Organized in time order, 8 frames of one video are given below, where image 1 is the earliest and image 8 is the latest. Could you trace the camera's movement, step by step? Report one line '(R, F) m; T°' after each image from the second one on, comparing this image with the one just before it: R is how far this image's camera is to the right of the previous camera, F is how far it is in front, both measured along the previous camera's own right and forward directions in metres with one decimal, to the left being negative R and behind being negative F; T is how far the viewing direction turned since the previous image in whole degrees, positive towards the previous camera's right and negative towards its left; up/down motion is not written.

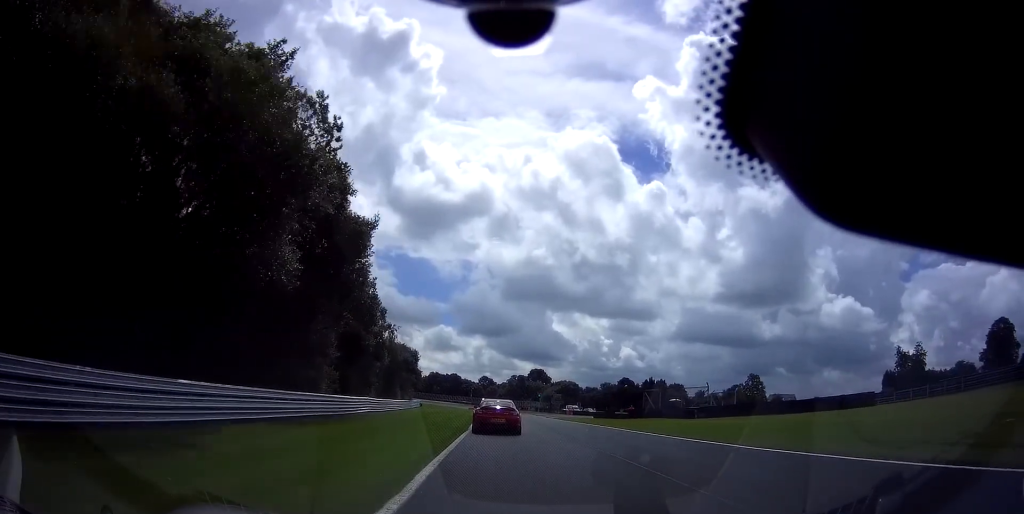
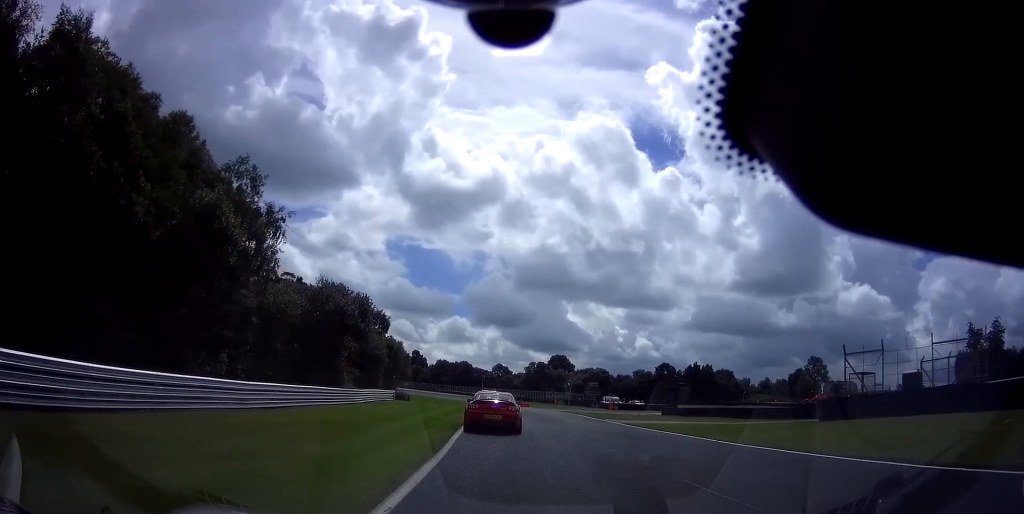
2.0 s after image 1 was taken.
(-0.5, +35.7) m; -2°
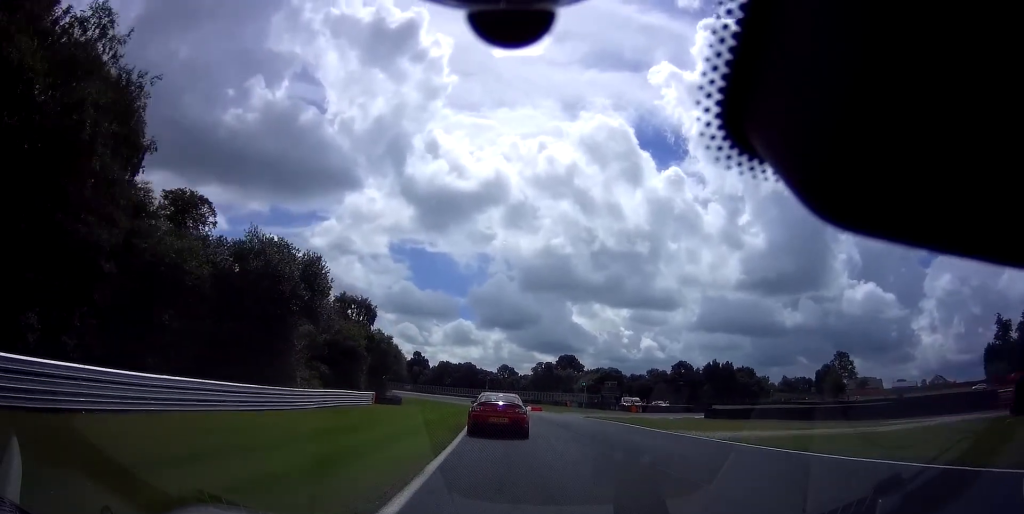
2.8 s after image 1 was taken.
(-0.1, +12.8) m; 0°
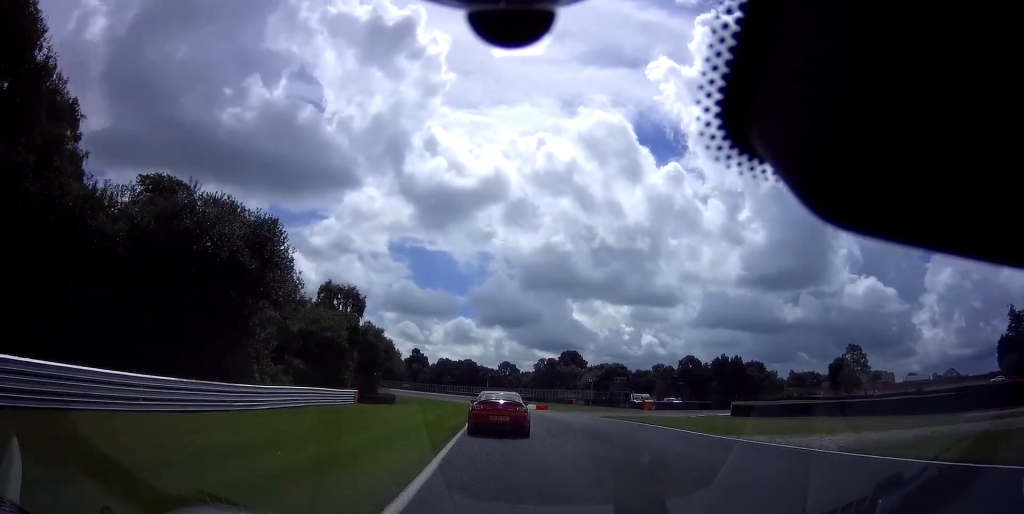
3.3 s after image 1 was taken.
(0.0, +6.7) m; 0°
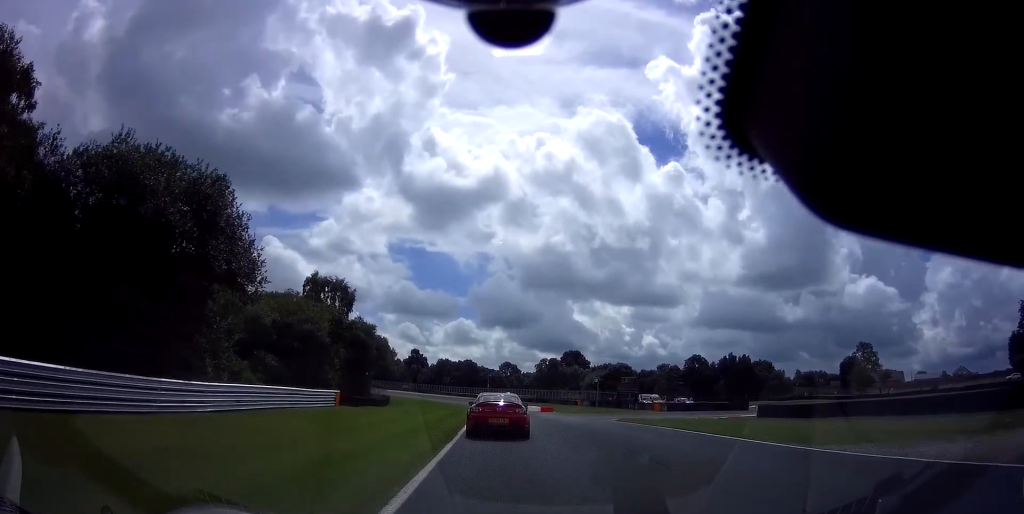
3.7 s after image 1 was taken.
(+0.1, +5.3) m; 0°
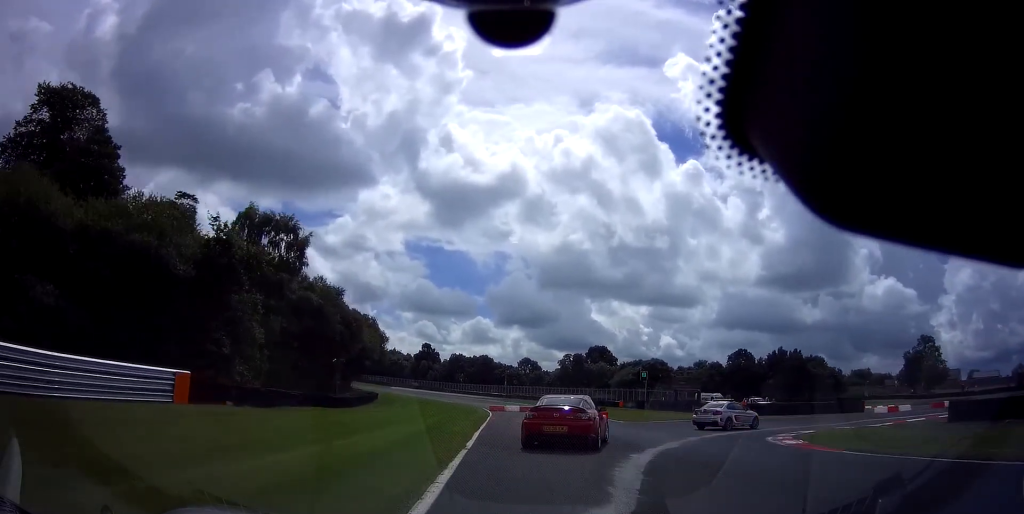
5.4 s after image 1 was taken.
(-0.2, +20.9) m; +1°
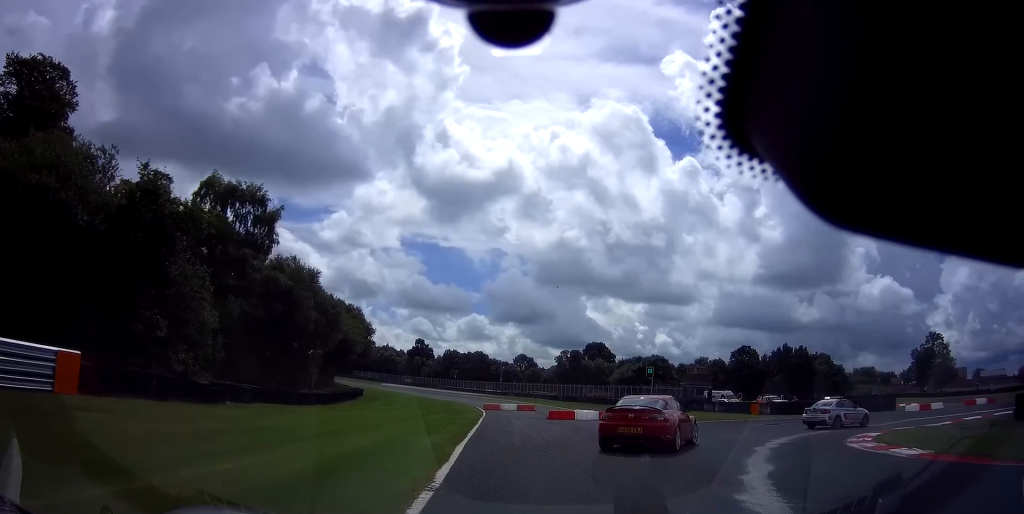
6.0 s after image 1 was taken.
(-0.1, +5.5) m; +3°
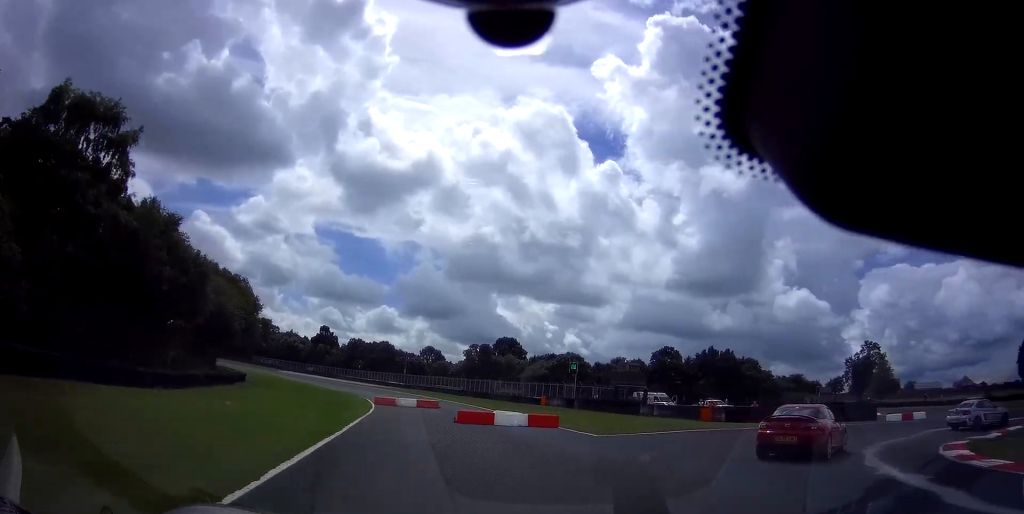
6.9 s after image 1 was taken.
(+0.7, +8.8) m; +16°
